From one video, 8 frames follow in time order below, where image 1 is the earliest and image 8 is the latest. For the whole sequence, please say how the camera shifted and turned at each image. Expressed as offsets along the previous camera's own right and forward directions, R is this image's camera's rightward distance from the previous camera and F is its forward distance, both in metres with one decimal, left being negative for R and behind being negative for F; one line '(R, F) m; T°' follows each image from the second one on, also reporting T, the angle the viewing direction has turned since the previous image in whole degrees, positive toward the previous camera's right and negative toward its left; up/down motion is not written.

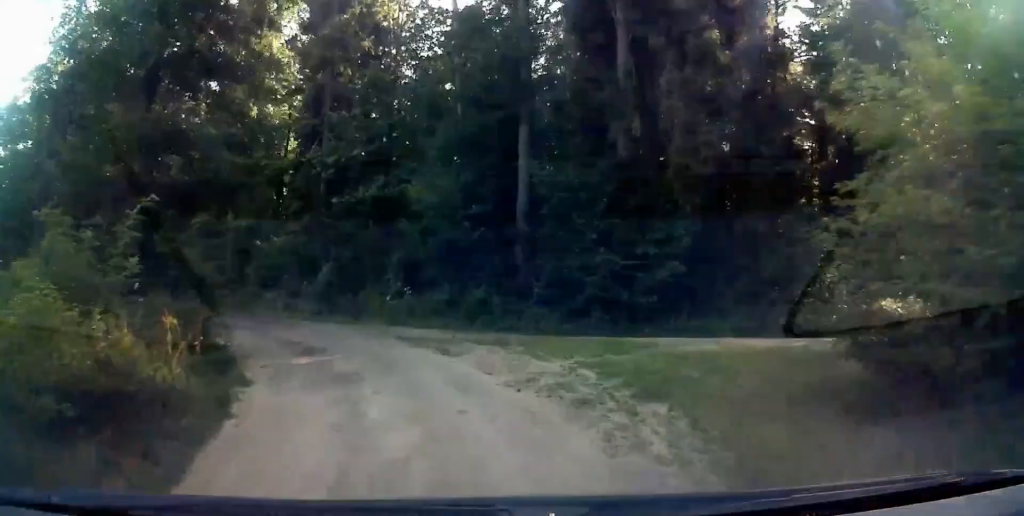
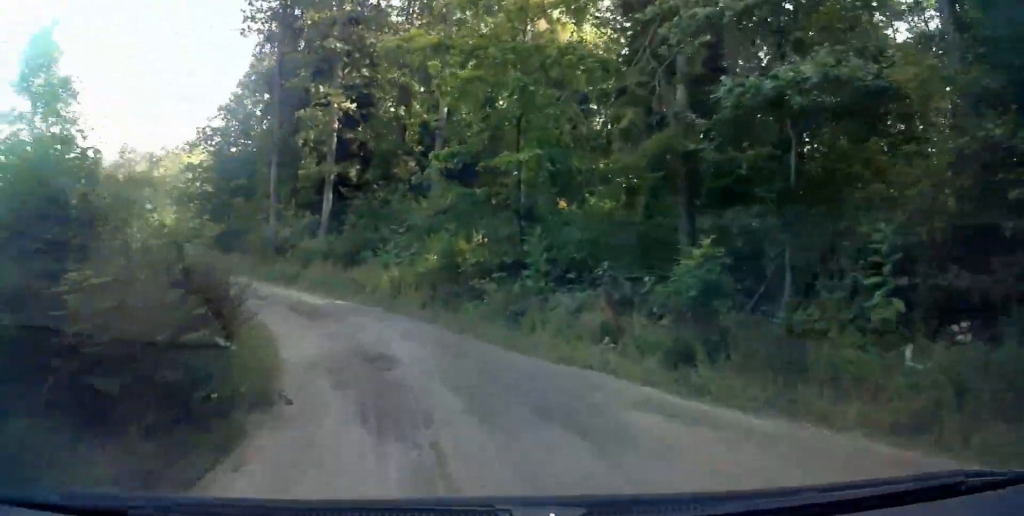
(-2.7, +14.9) m; -23°
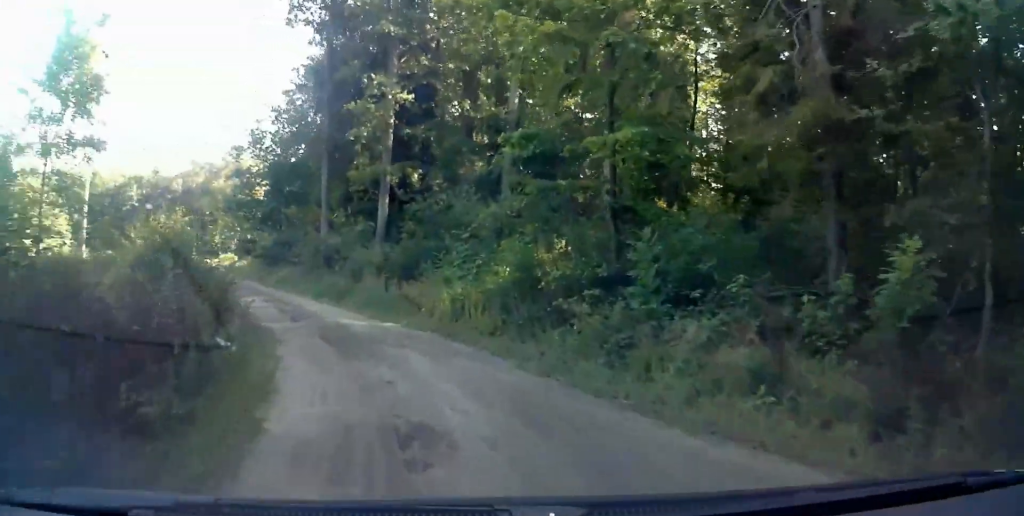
(-0.1, +4.2) m; -6°
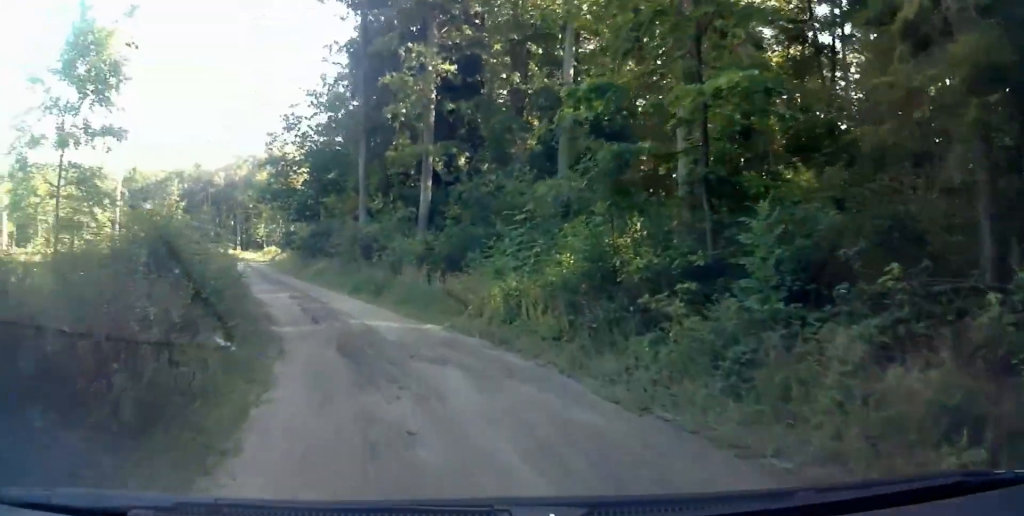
(-0.2, +3.3) m; -5°
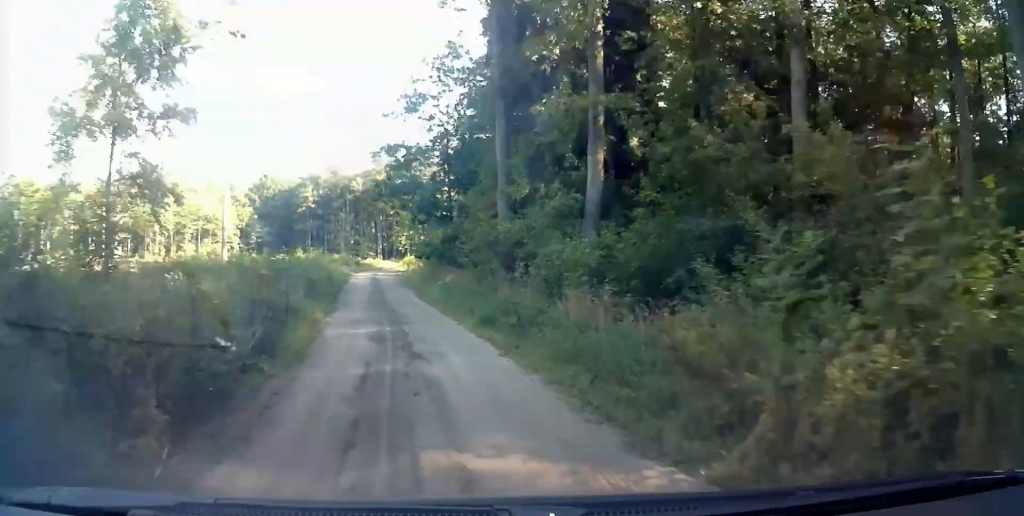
(-1.2, +9.5) m; -15°
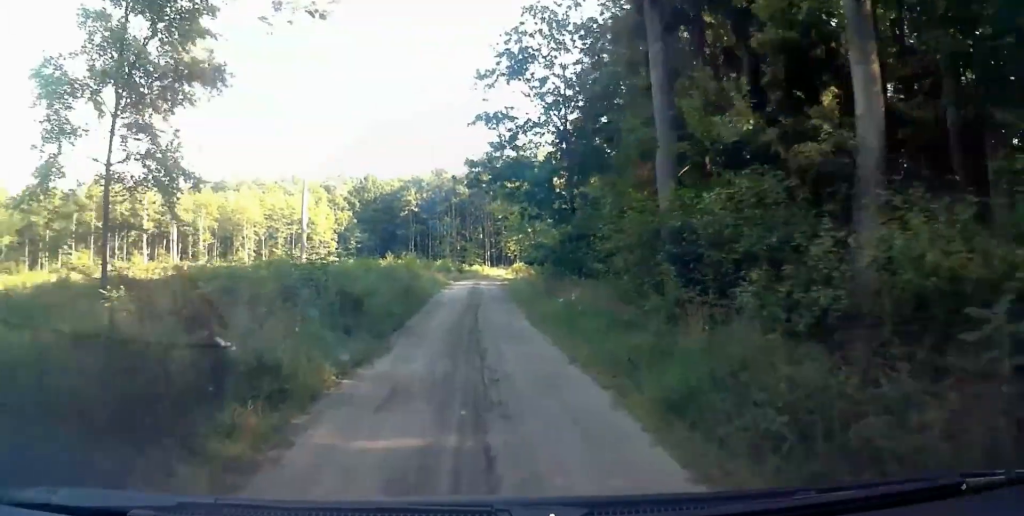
(-1.0, +8.9) m; -9°
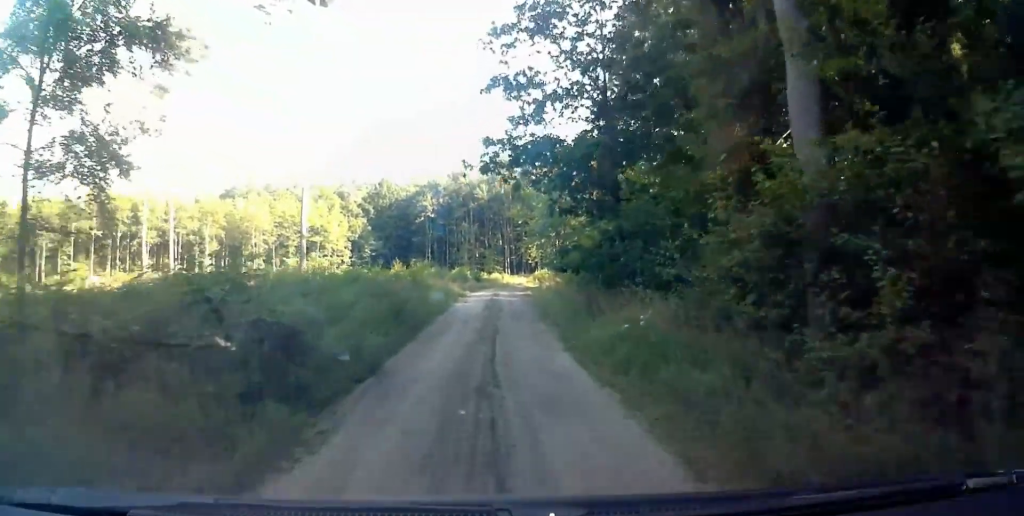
(-0.2, +6.0) m; -2°
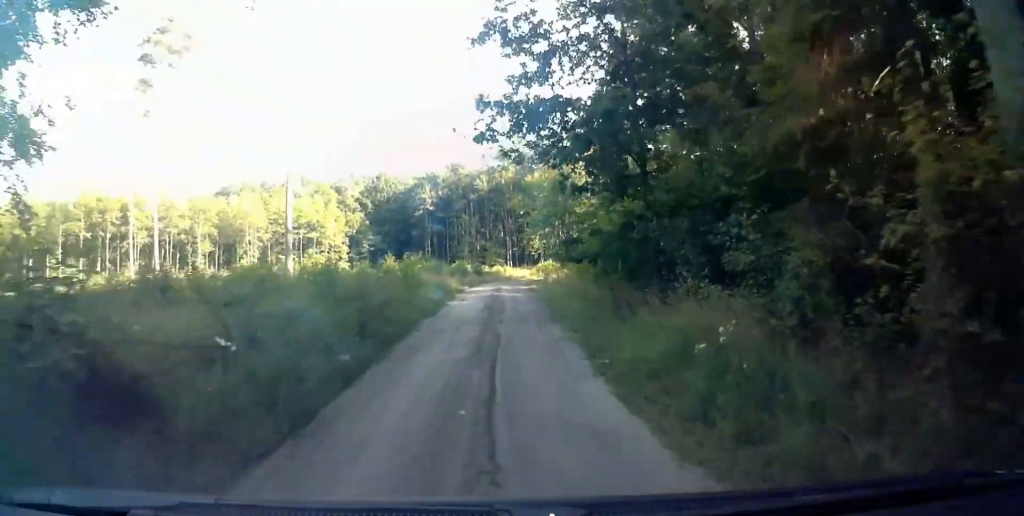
(0.0, +4.0) m; -1°
